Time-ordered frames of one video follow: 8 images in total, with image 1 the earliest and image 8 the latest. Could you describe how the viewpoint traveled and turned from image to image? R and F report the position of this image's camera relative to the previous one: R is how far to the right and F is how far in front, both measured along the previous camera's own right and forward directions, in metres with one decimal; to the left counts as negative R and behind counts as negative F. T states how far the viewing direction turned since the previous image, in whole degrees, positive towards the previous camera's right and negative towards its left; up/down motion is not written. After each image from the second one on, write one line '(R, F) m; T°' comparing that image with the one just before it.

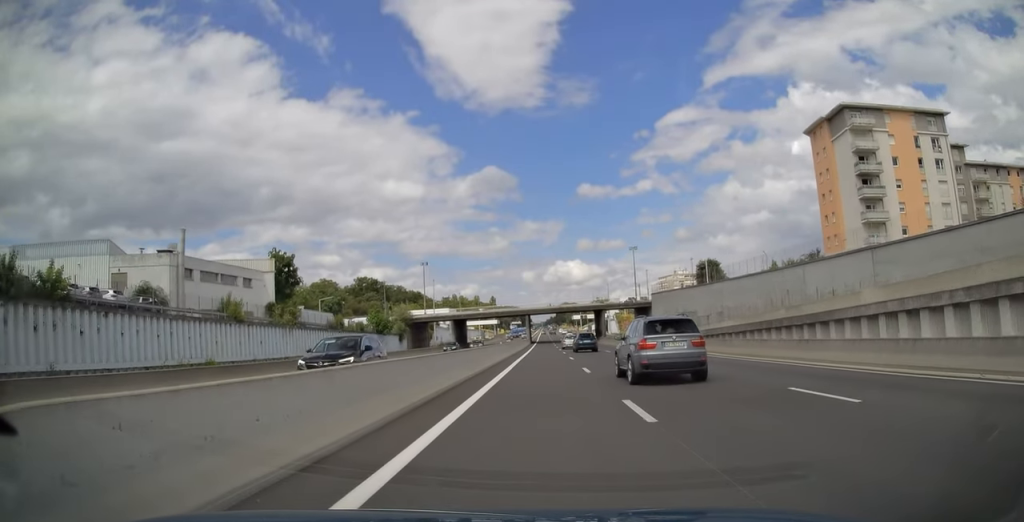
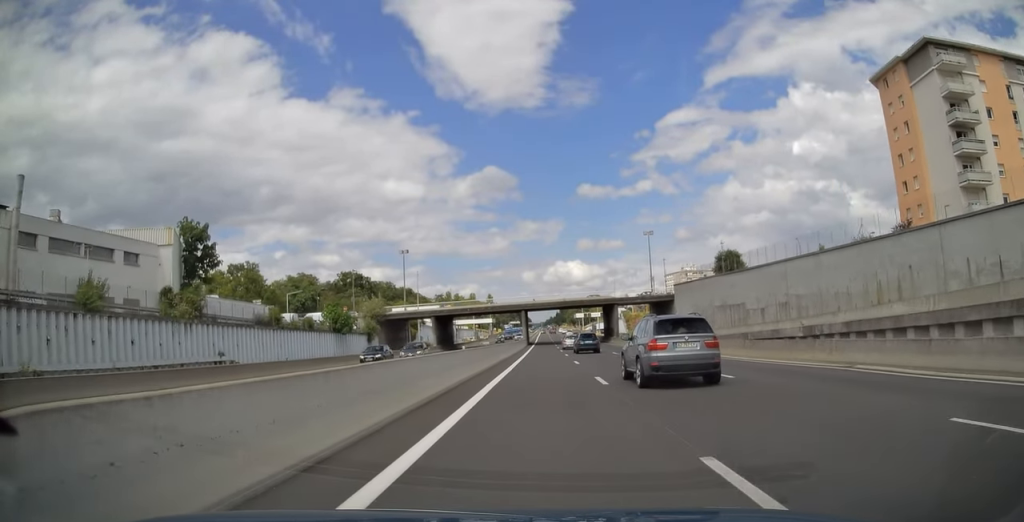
(0.0, +17.5) m; 0°
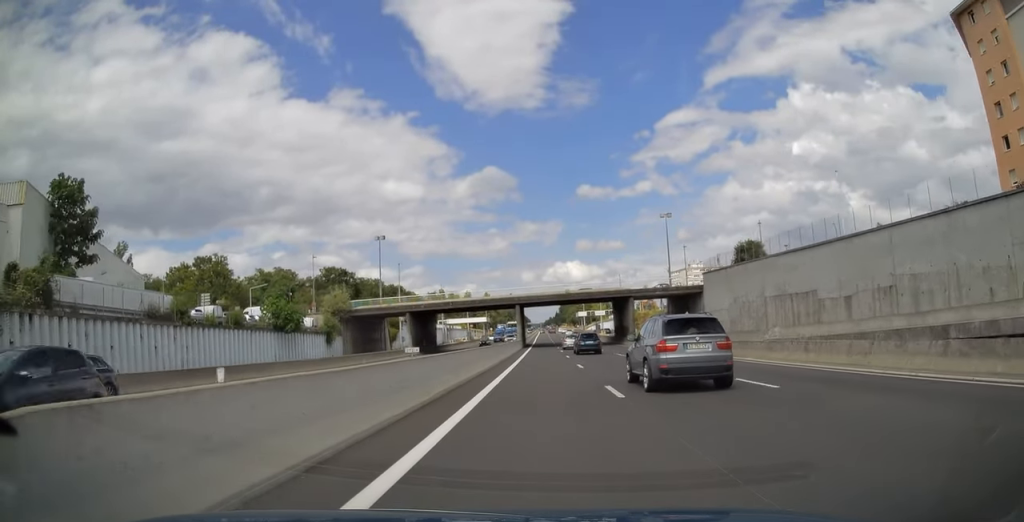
(0.0, +14.9) m; 0°
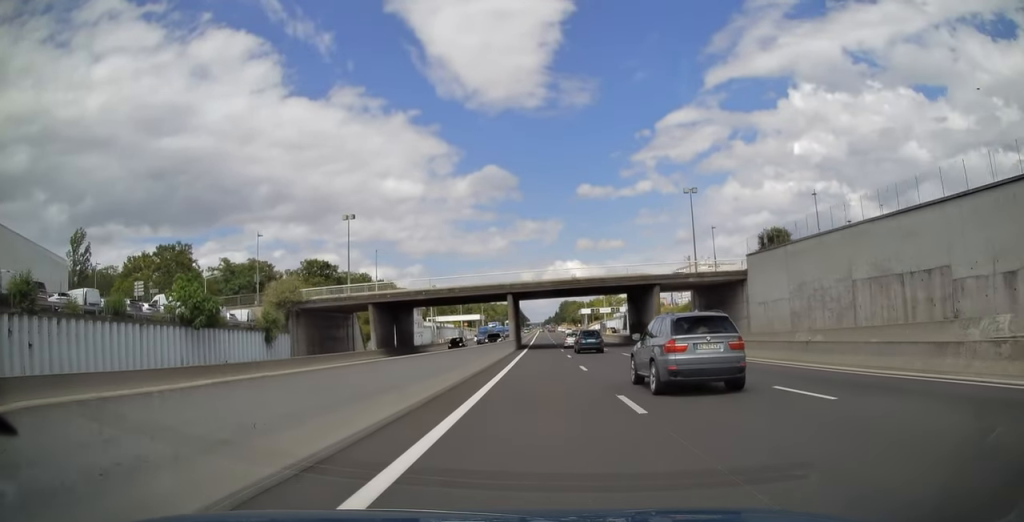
(0.0, +14.4) m; 0°
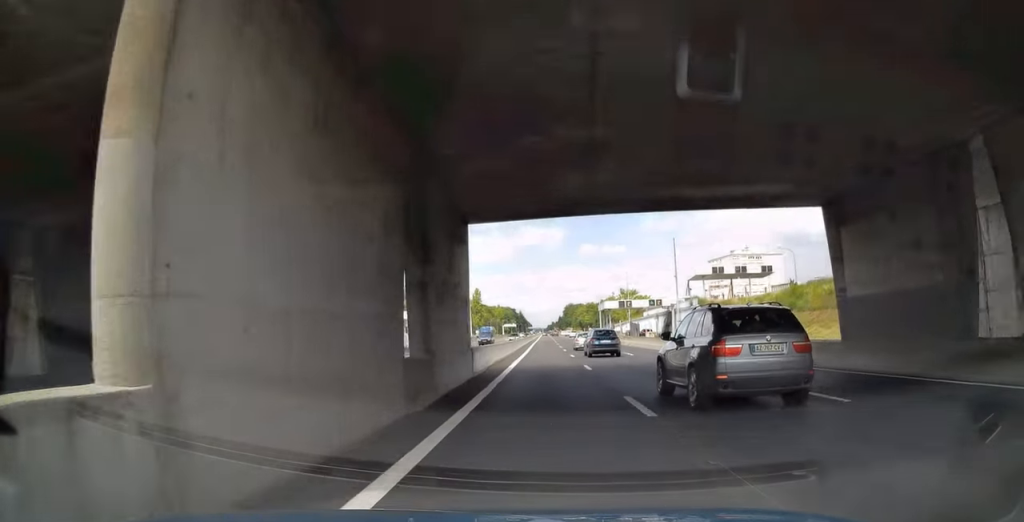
(0.0, +54.5) m; 0°
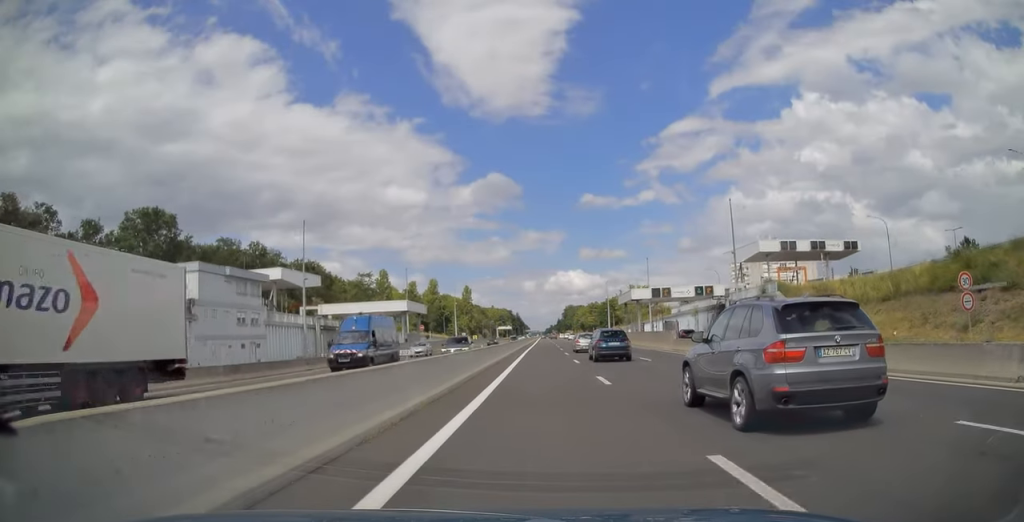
(0.0, +36.3) m; 0°
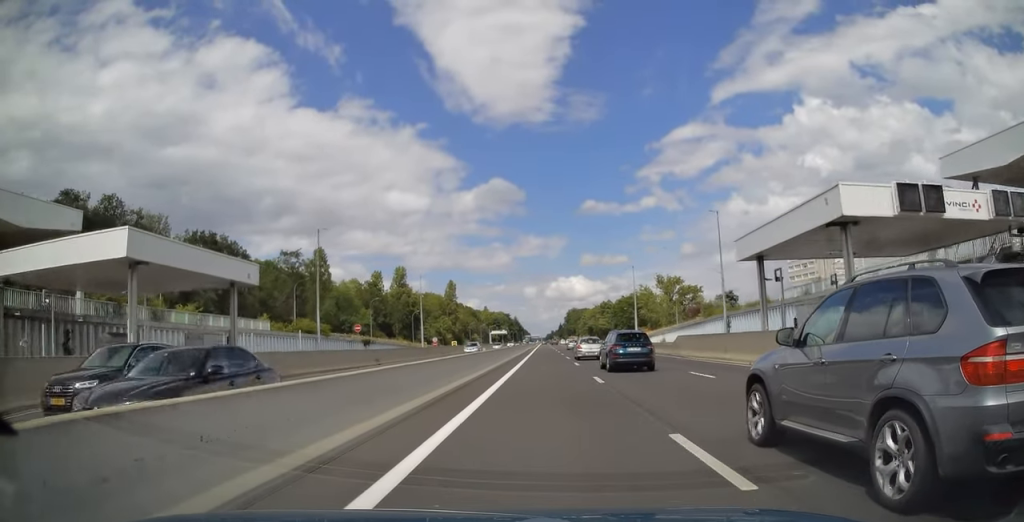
(-0.1, +53.4) m; 0°
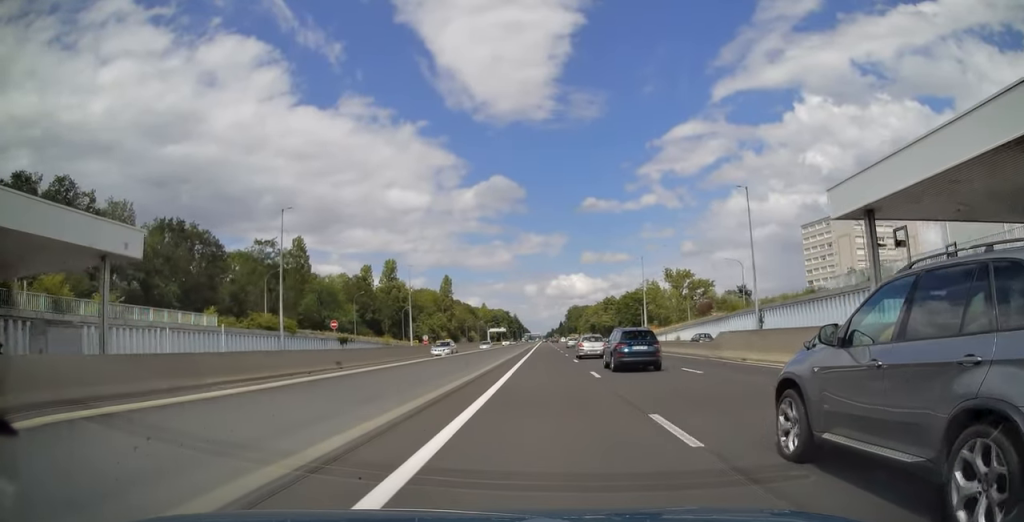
(0.0, +11.7) m; 0°
